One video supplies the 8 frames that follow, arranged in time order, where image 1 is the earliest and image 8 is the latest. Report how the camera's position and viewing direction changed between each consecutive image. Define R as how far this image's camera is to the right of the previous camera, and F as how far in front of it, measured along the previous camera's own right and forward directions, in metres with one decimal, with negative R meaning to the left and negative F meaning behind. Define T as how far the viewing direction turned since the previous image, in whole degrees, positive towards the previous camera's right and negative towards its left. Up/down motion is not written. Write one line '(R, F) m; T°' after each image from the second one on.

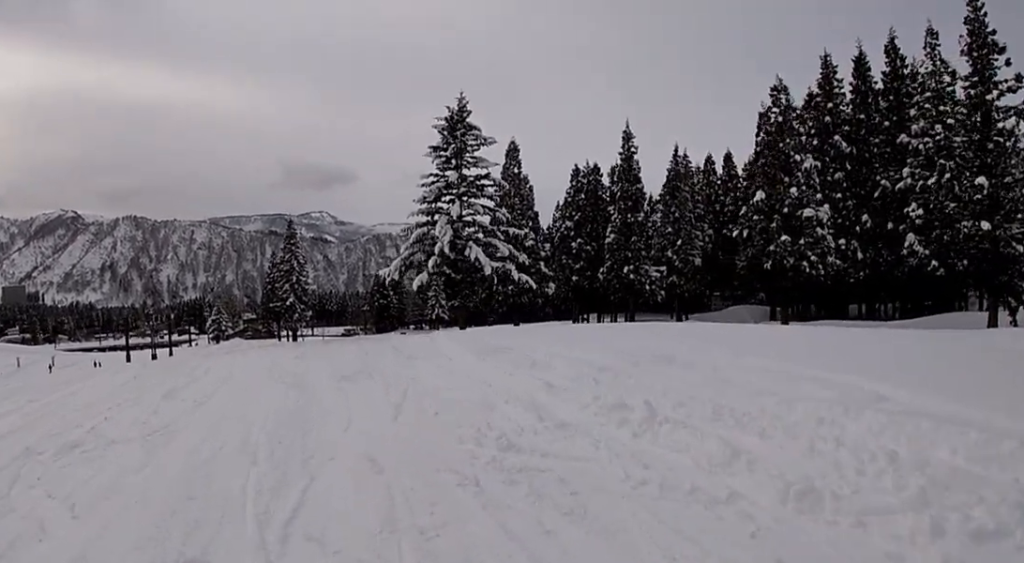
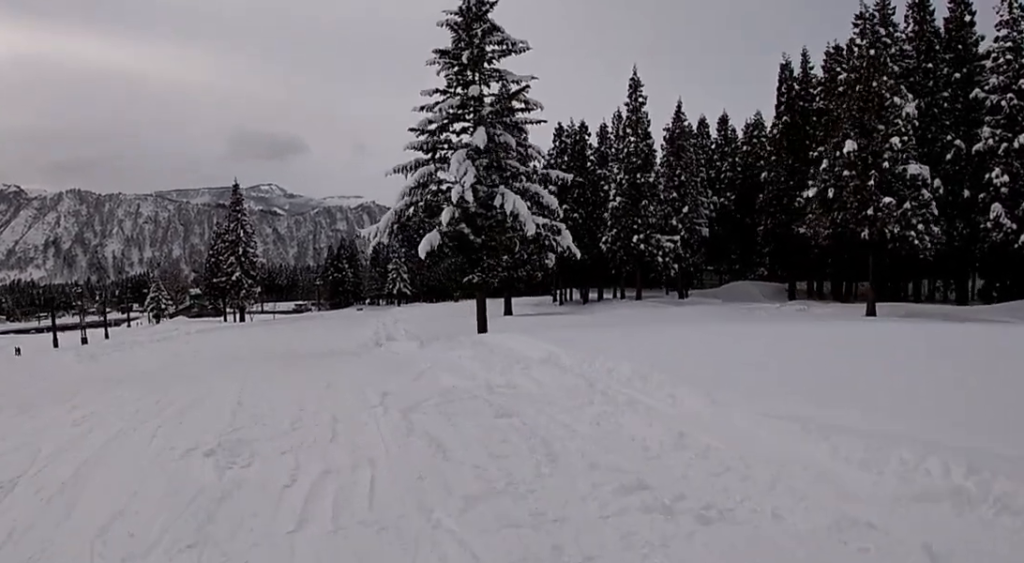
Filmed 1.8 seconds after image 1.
(-0.1, +12.2) m; 0°
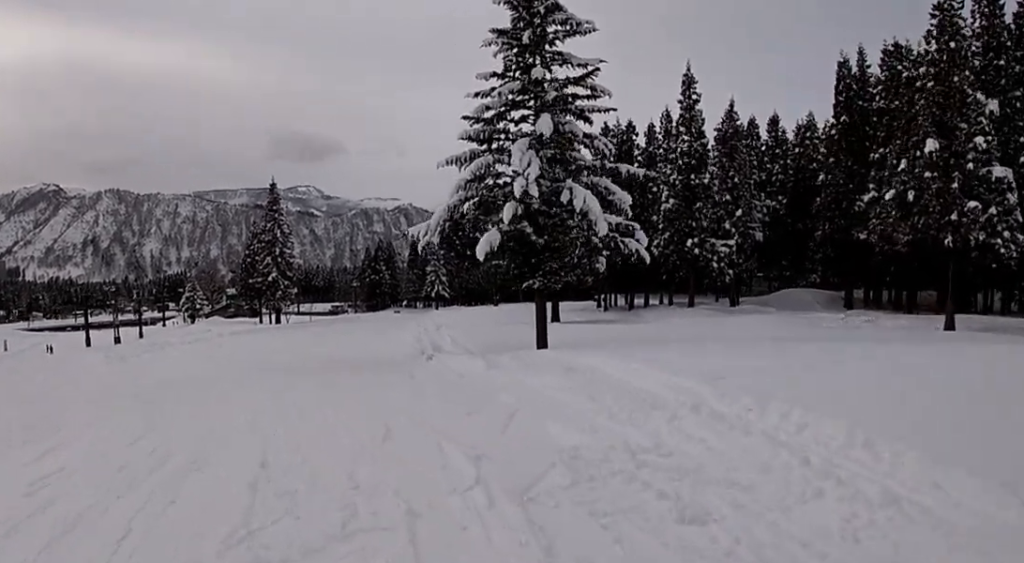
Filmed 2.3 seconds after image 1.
(-0.2, +2.8) m; 0°
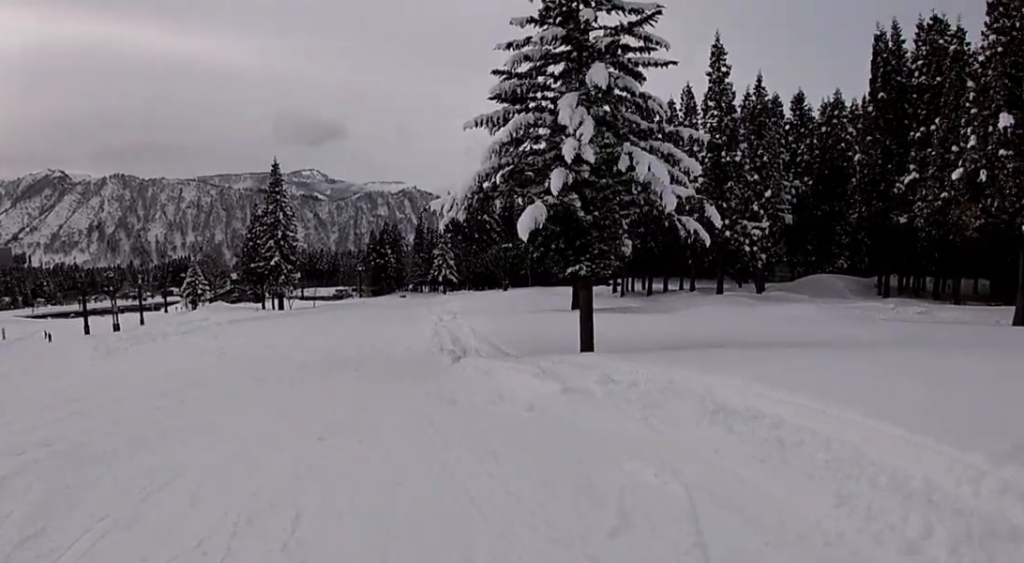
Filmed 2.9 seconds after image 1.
(-0.6, +3.9) m; 0°
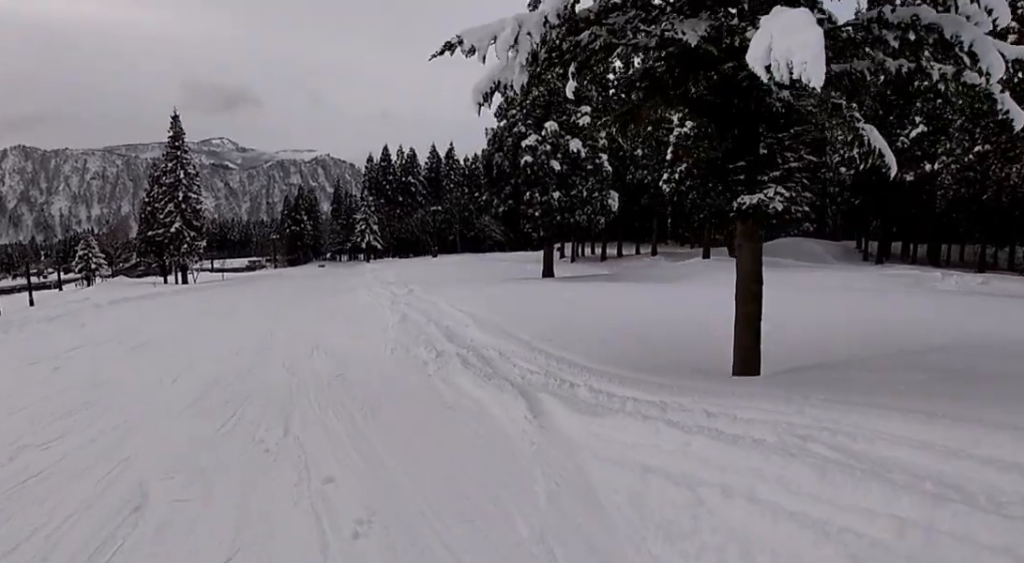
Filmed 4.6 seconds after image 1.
(+2.2, +11.9) m; +12°
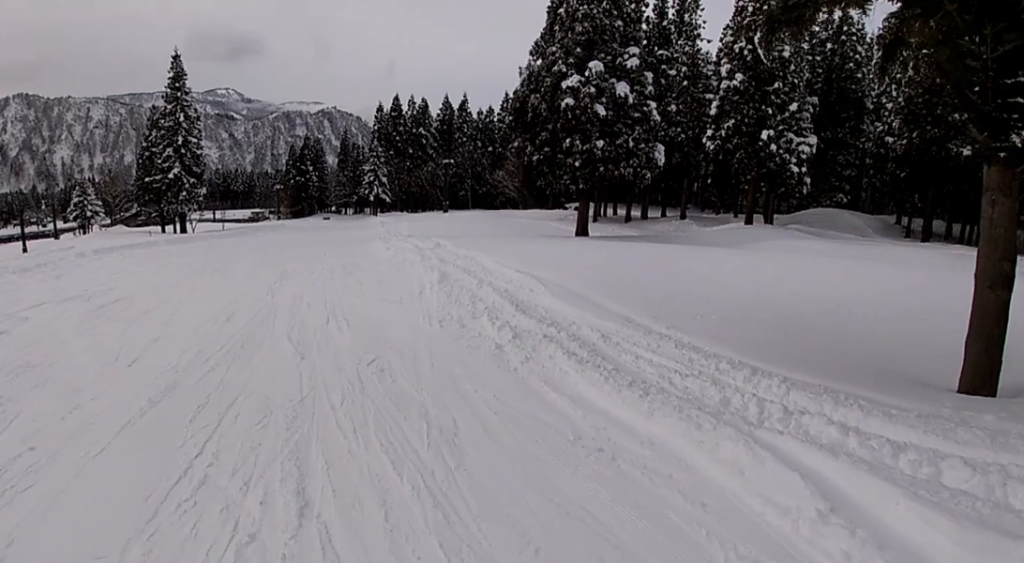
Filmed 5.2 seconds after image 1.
(0.0, +4.3) m; -1°
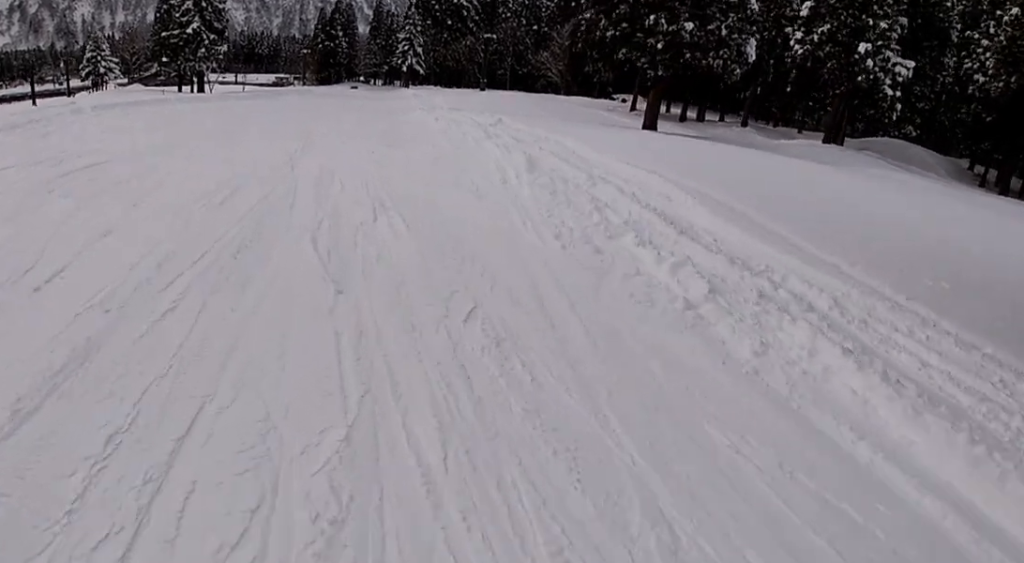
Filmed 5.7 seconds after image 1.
(-0.2, +3.7) m; -2°
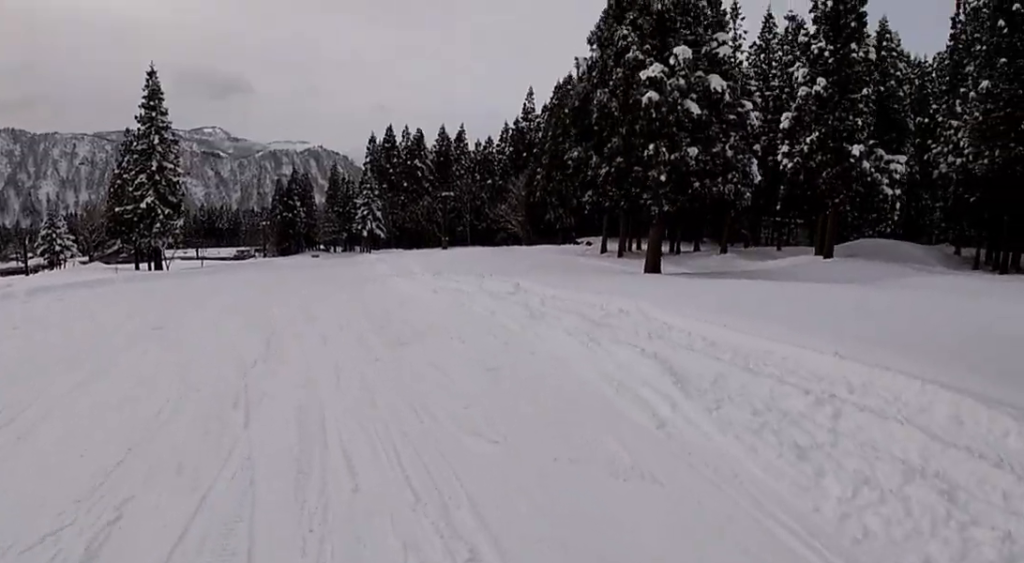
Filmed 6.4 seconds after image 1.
(-0.1, +5.2) m; -1°
